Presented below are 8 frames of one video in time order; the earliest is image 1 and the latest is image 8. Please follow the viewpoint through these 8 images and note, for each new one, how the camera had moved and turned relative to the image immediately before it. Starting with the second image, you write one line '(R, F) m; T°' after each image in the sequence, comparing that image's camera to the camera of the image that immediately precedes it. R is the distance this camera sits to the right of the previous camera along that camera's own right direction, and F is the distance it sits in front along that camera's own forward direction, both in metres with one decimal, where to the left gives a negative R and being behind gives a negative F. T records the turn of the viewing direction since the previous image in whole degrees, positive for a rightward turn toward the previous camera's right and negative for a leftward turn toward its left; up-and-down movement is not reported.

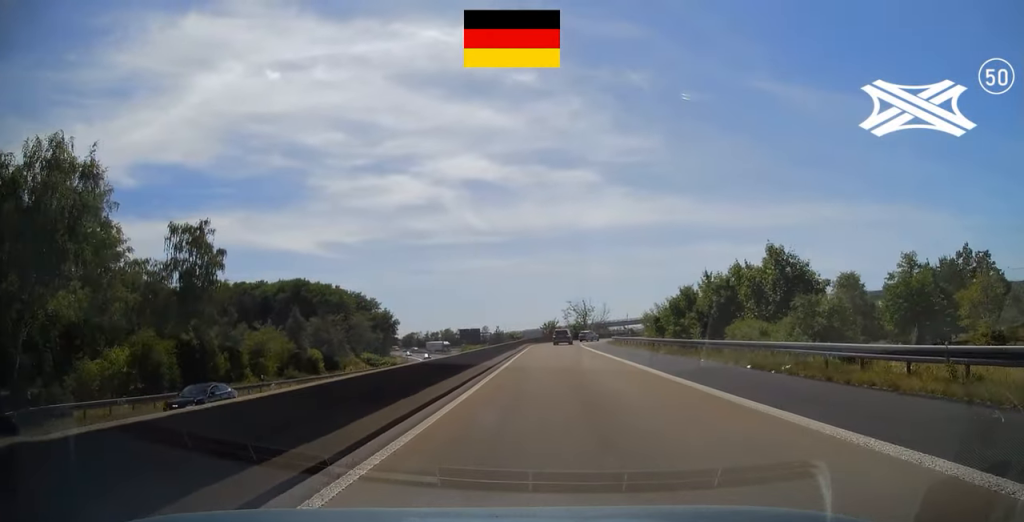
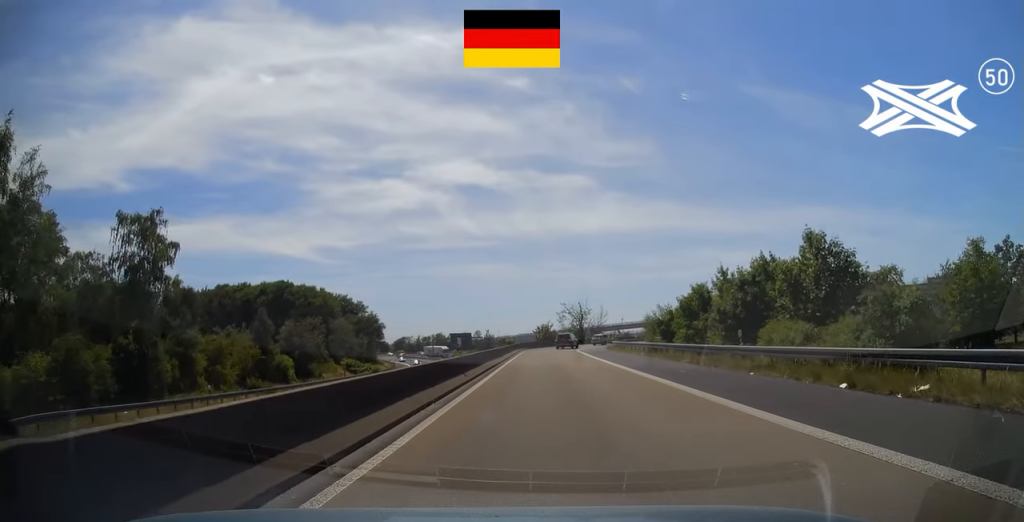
(0.0, +6.8) m; +1°
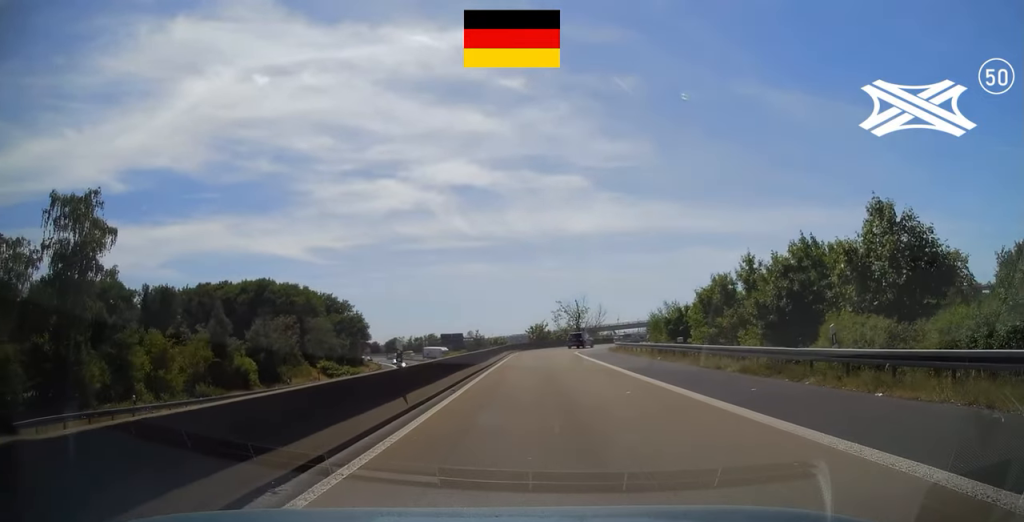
(0.0, +7.6) m; 0°
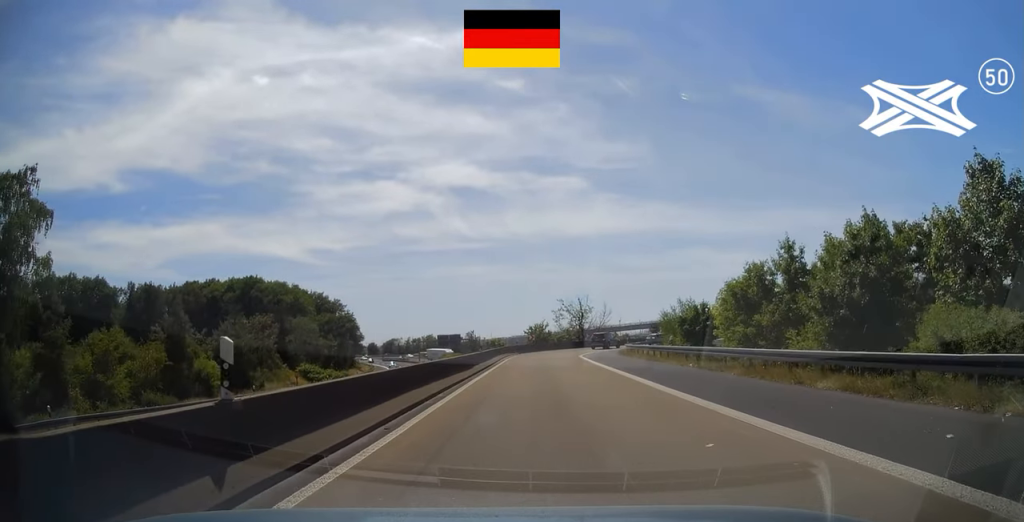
(0.0, +6.9) m; 0°
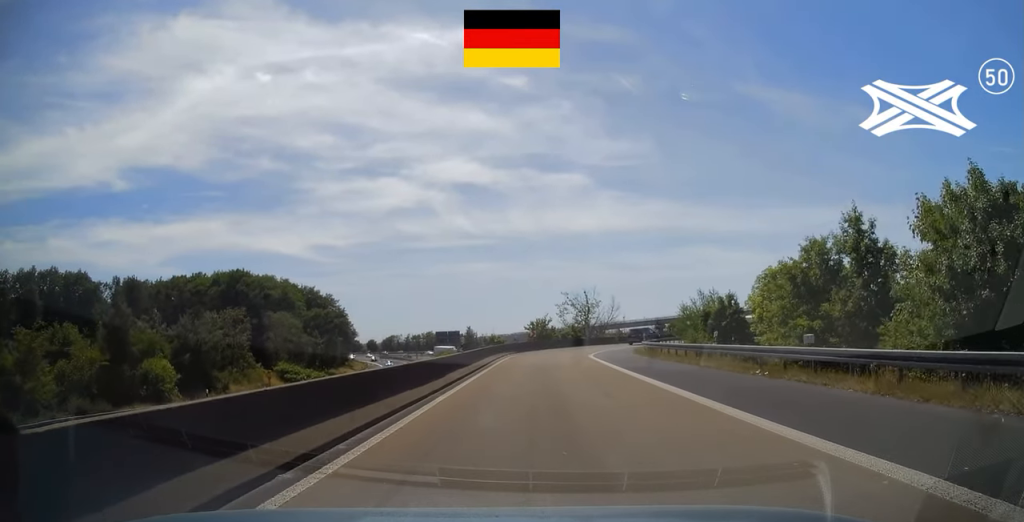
(0.0, +7.7) m; 0°
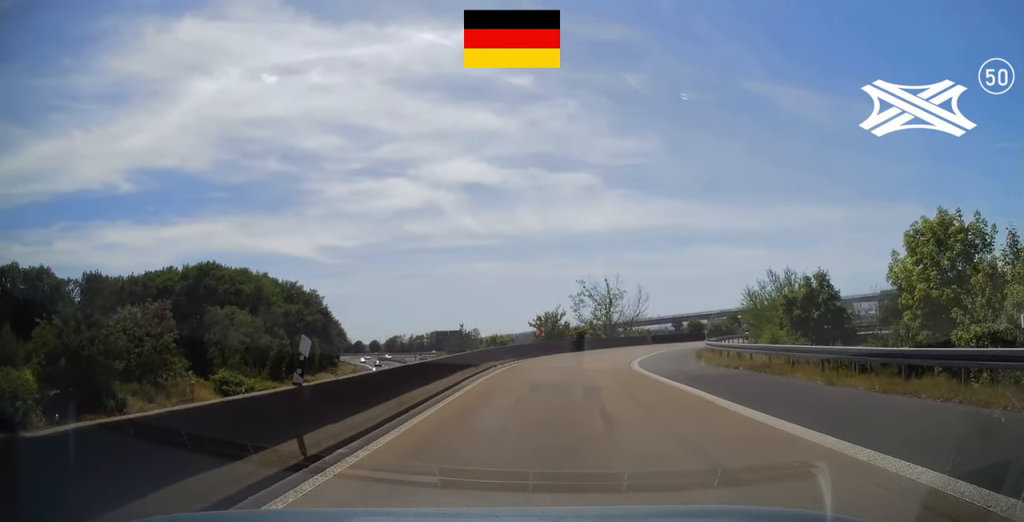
(0.0, +16.0) m; 0°
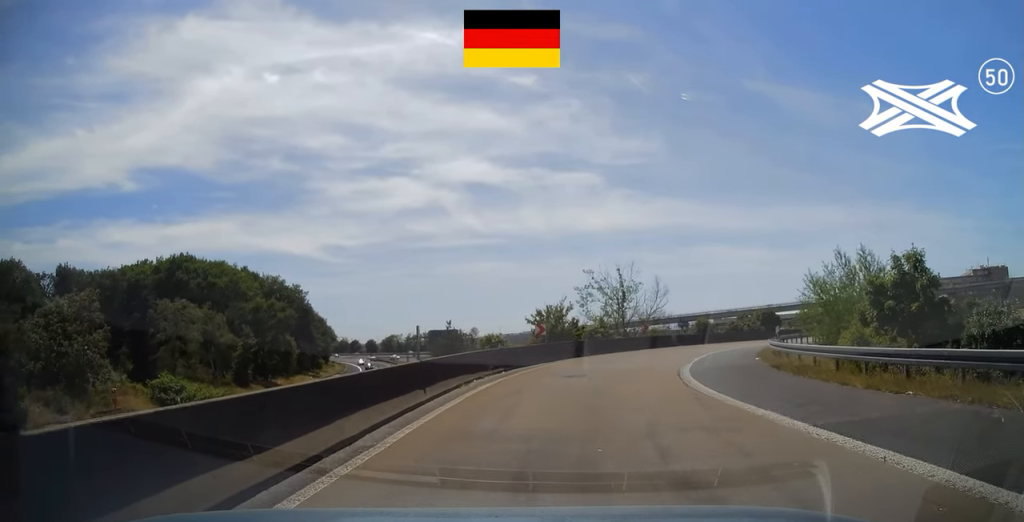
(0.0, +9.8) m; 0°
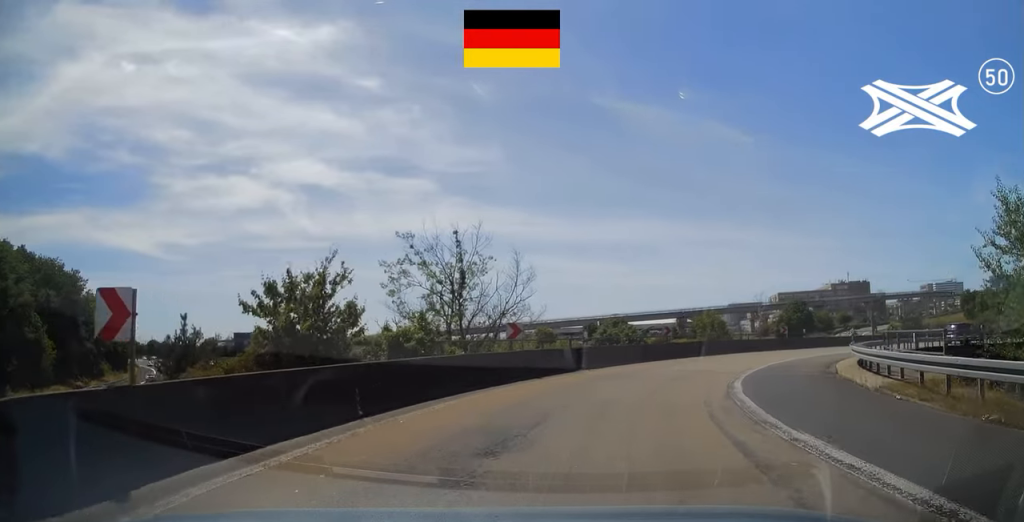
(+1.4, +23.2) m; +14°
